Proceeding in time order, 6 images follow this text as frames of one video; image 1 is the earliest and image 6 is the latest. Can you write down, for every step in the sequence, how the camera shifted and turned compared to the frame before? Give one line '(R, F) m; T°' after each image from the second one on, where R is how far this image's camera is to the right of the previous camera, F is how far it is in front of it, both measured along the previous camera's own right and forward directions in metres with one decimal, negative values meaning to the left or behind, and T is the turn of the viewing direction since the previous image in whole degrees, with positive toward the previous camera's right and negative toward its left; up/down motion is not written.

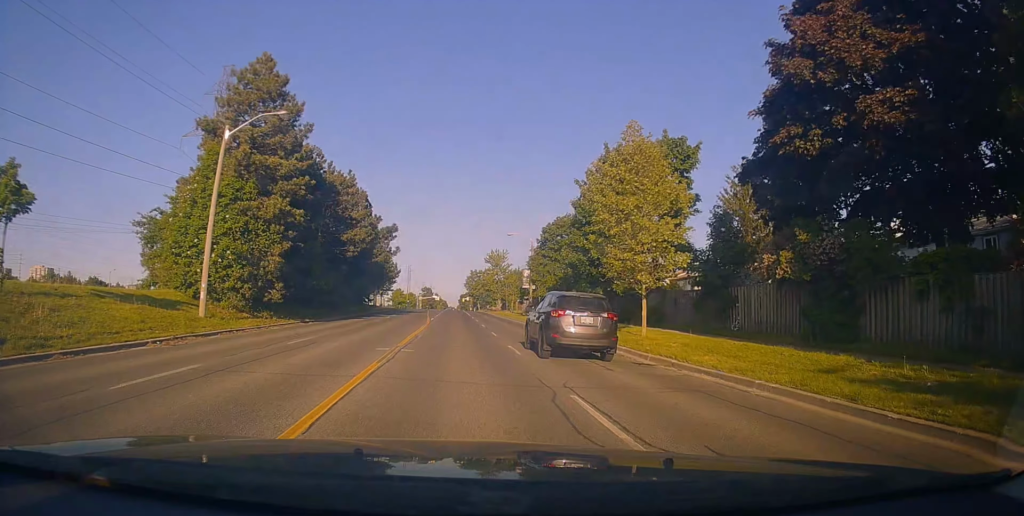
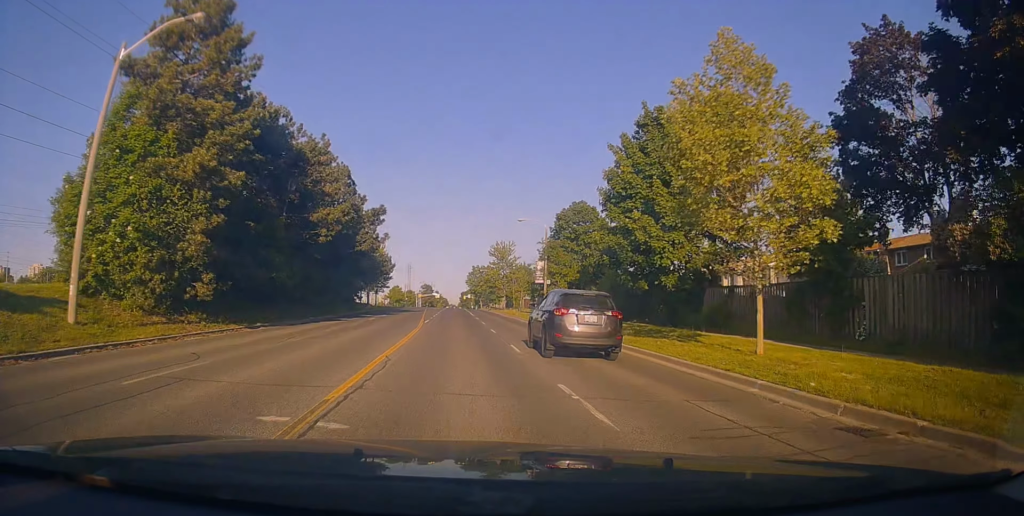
(+0.6, +8.0) m; 0°
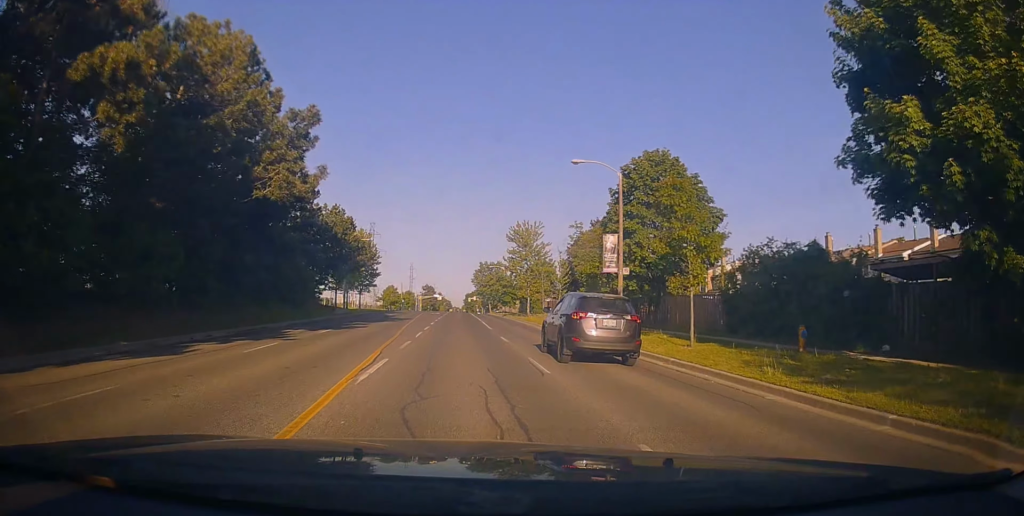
(-0.9, +20.9) m; -2°
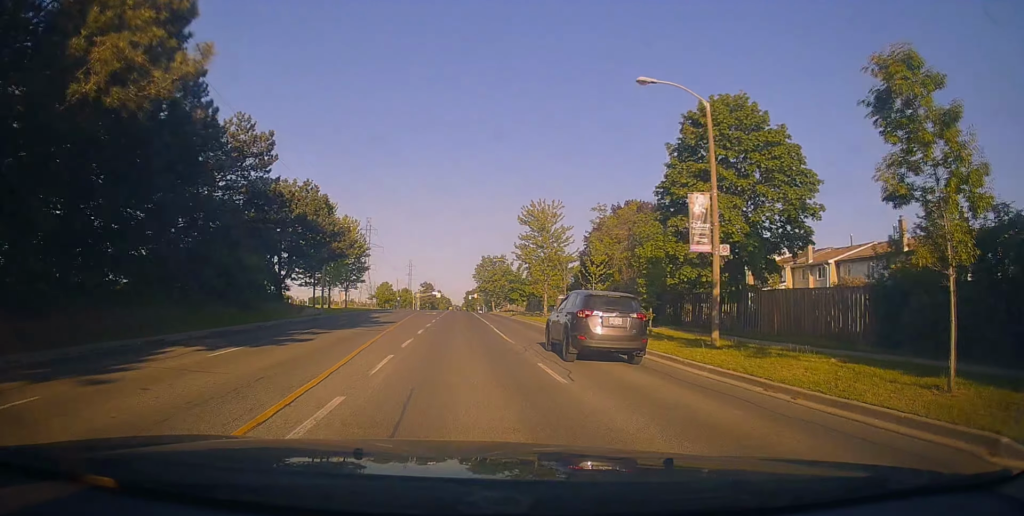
(+0.4, +10.0) m; +1°
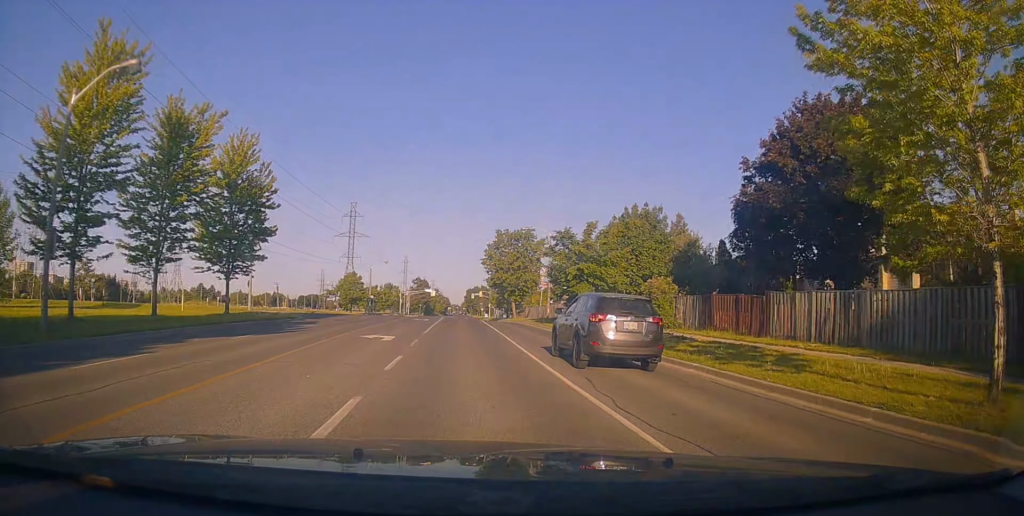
(-1.0, +37.3) m; -1°
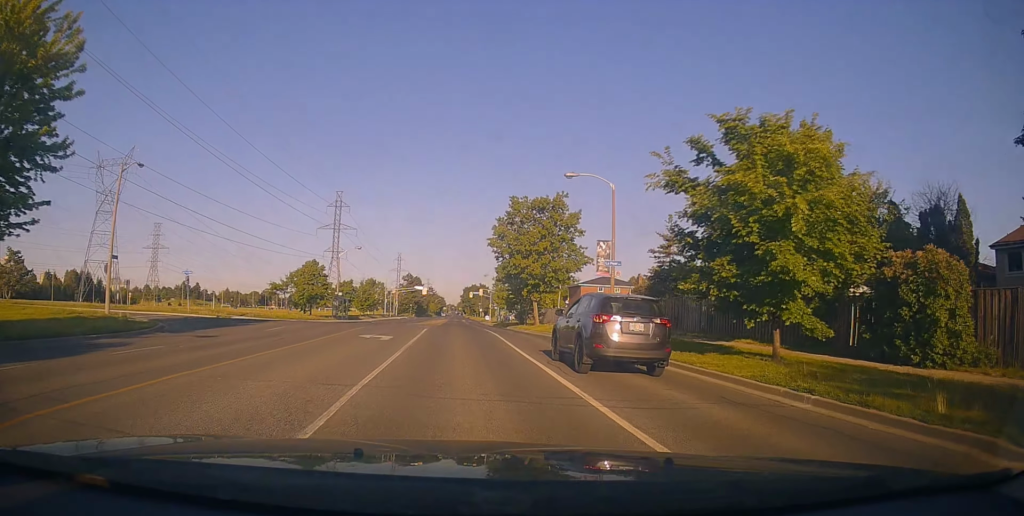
(+0.5, +20.6) m; +2°
